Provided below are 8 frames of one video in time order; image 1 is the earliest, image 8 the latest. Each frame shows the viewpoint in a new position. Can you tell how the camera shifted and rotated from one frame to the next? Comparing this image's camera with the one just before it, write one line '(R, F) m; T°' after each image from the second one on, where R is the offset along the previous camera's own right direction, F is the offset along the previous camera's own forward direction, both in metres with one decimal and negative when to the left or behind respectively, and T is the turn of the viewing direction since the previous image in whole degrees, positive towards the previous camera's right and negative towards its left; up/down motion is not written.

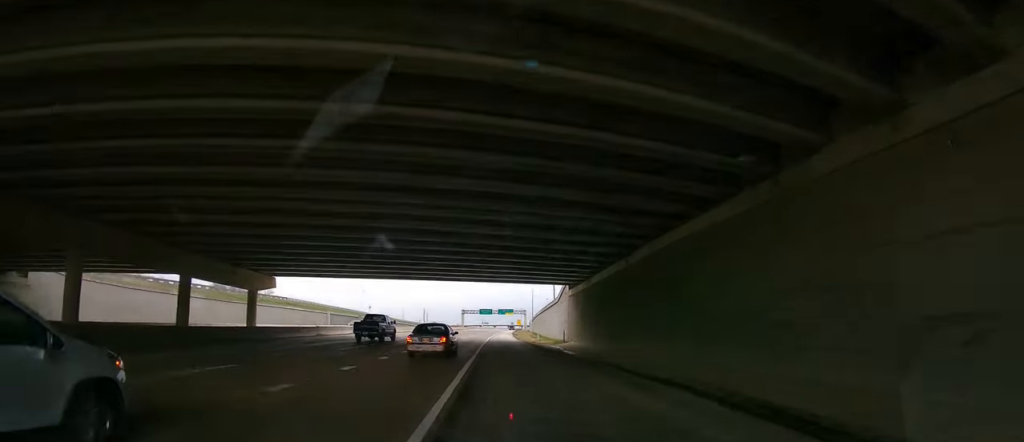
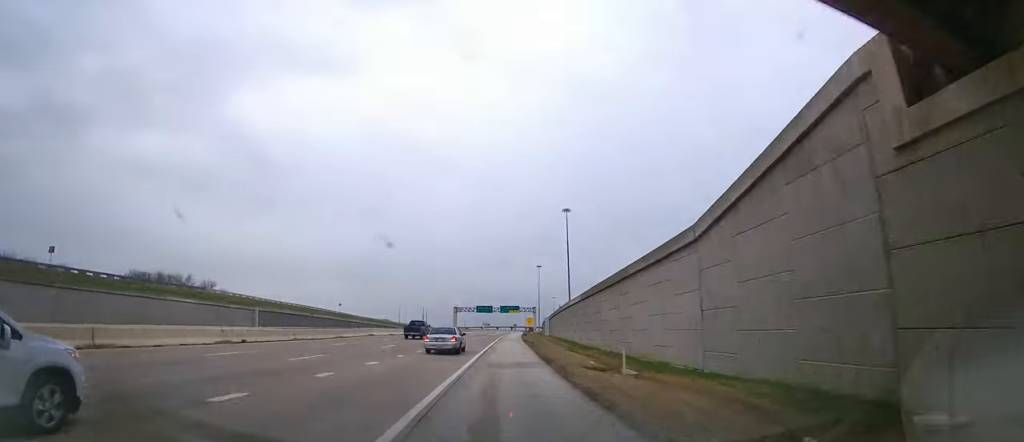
(-0.2, +42.9) m; -1°
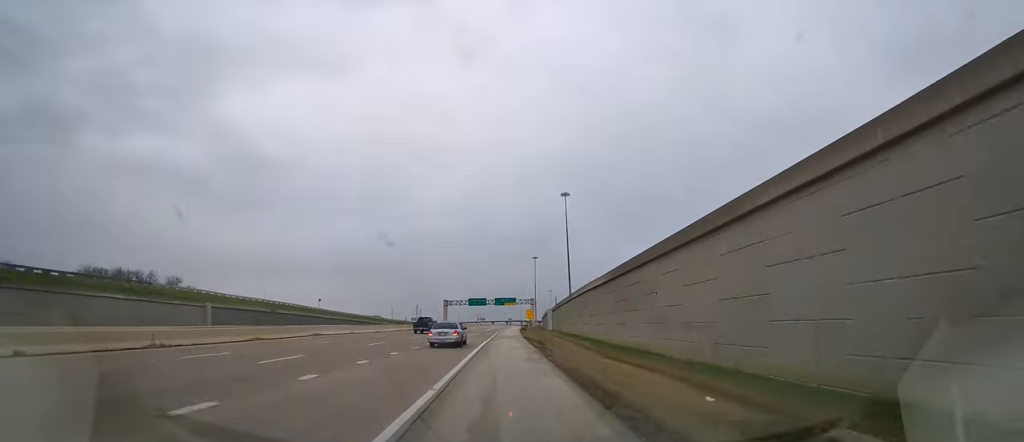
(0.0, +14.3) m; 0°
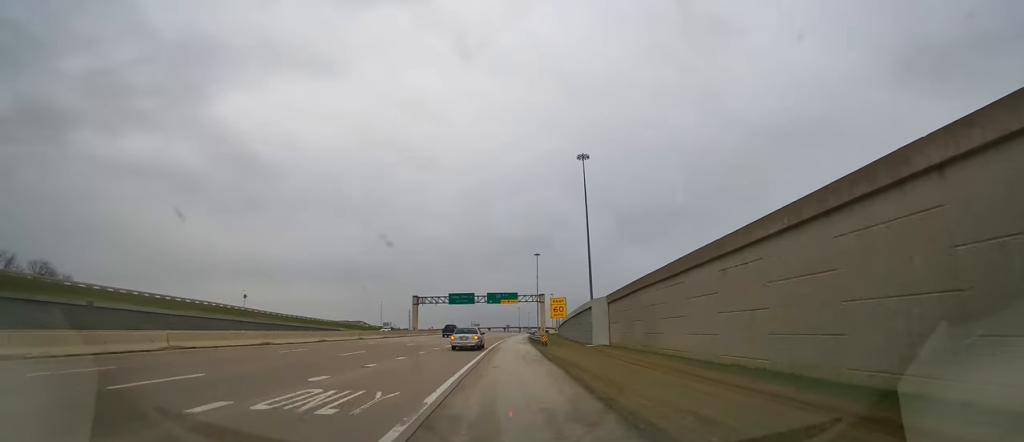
(+0.2, +43.2) m; 0°
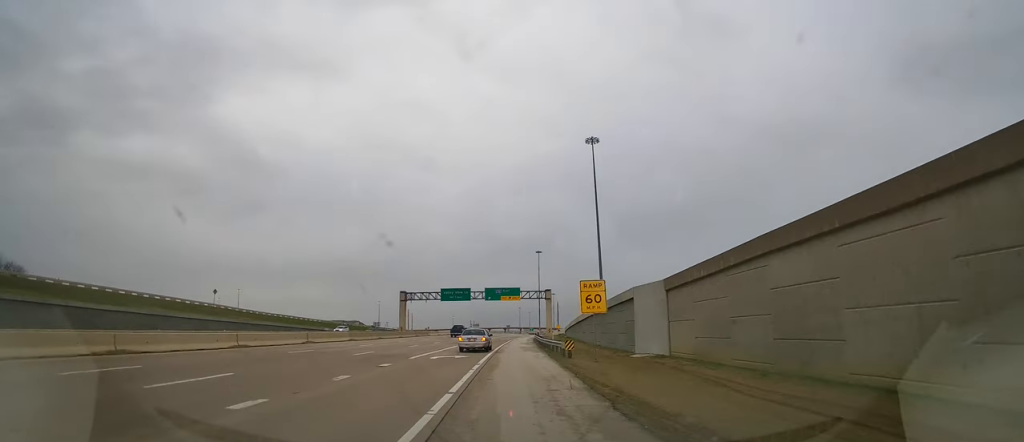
(0.0, +12.7) m; 0°
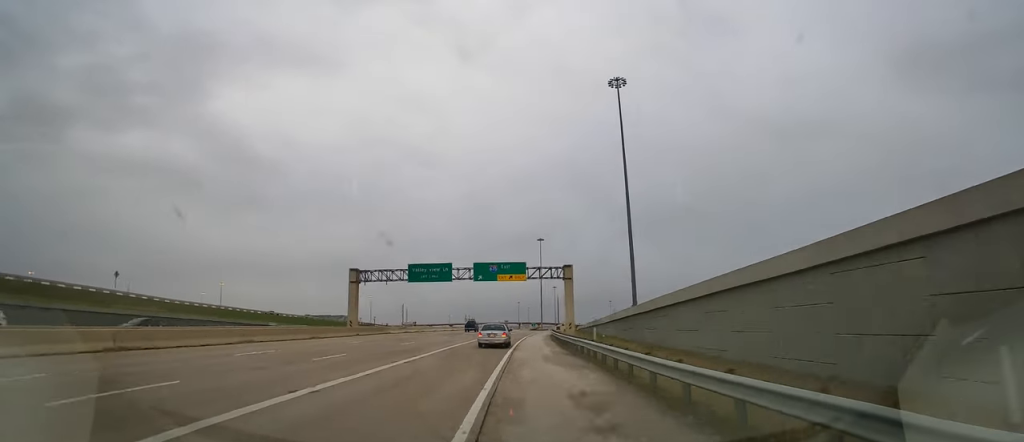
(0.0, +26.9) m; 0°
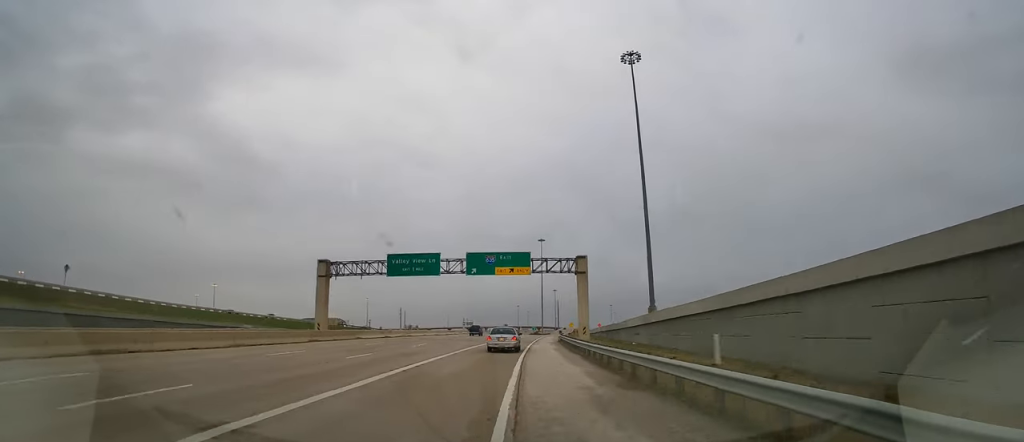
(0.0, +10.0) m; 0°
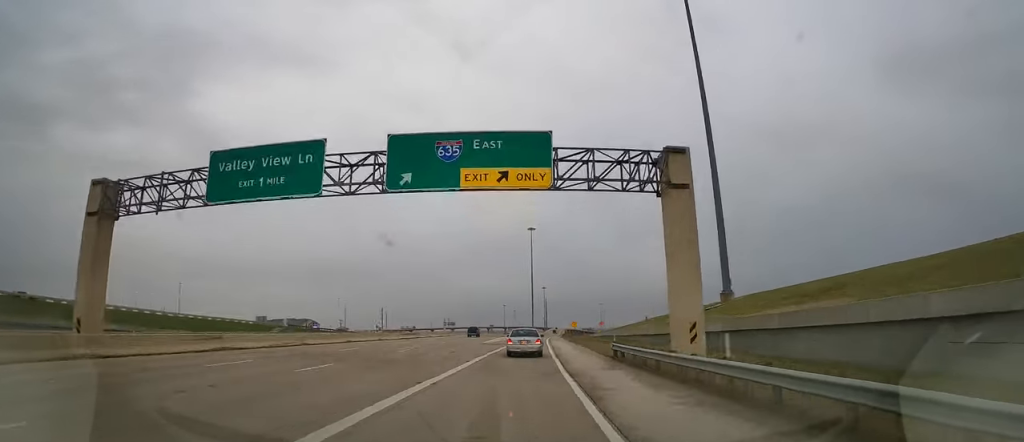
(+0.3, +28.7) m; +2°
